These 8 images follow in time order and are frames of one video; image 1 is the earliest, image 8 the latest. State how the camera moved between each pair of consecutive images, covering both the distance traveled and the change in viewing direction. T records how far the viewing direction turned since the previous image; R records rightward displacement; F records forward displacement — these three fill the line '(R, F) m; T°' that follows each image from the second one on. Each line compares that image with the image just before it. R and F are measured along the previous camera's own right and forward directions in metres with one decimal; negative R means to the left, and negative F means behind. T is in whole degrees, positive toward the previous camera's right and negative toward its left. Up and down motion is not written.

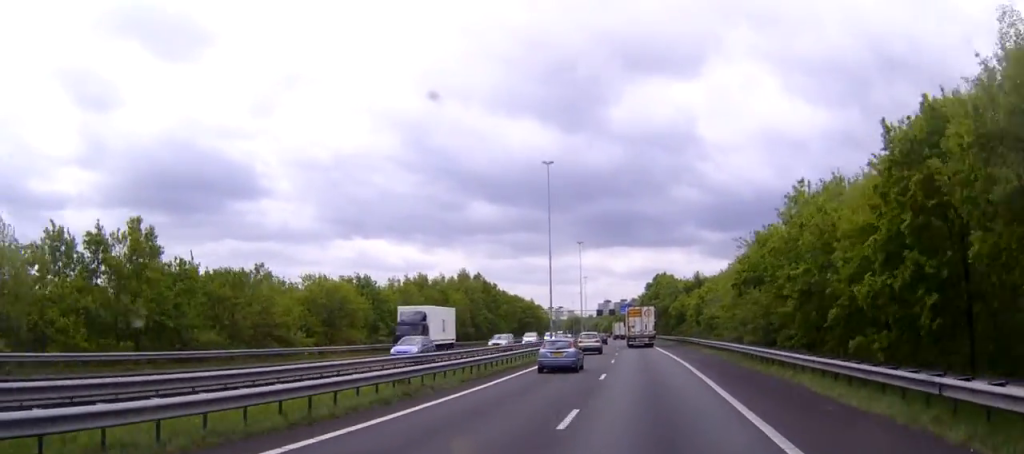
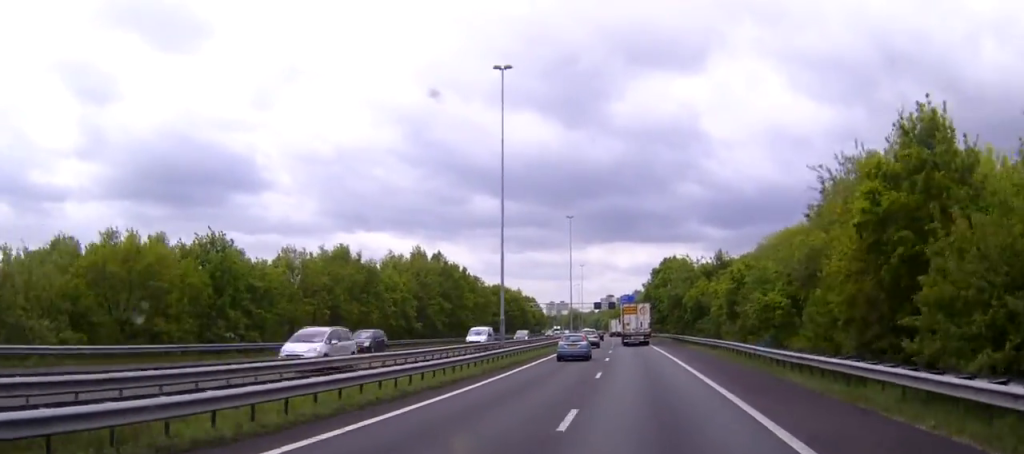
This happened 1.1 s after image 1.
(-0.2, +26.5) m; 0°
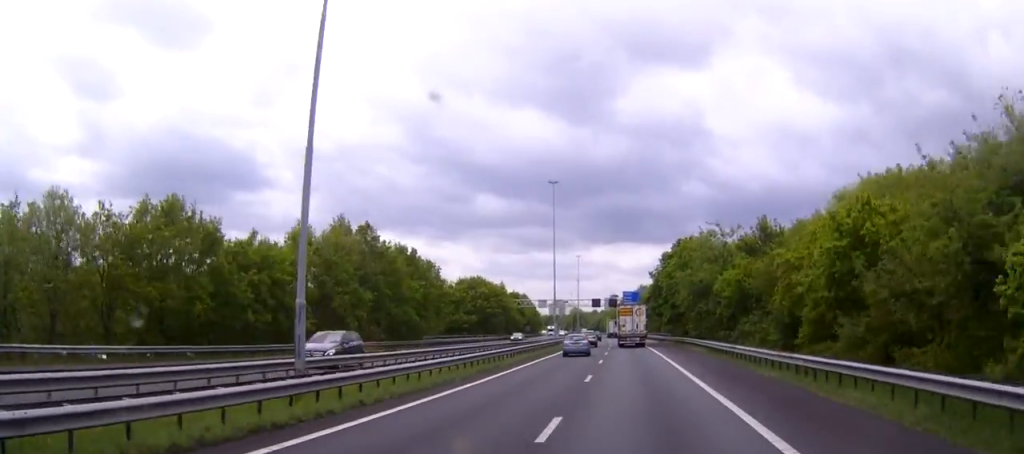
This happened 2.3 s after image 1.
(0.0, +27.5) m; 0°
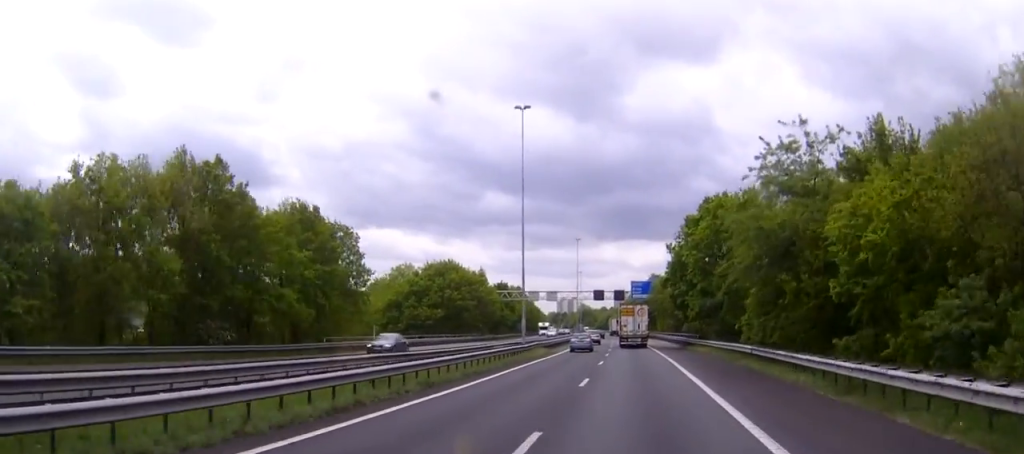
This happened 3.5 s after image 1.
(-0.3, +28.3) m; -1°
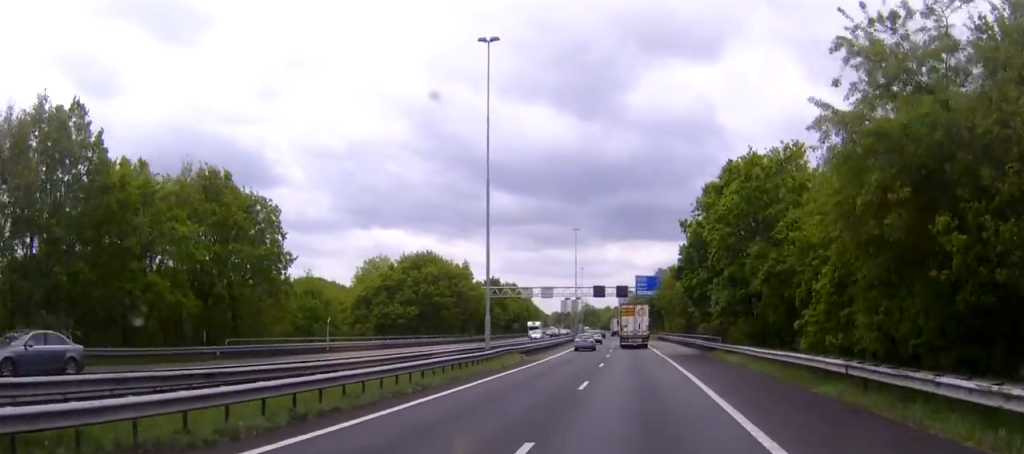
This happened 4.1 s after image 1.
(0.0, +14.1) m; 0°
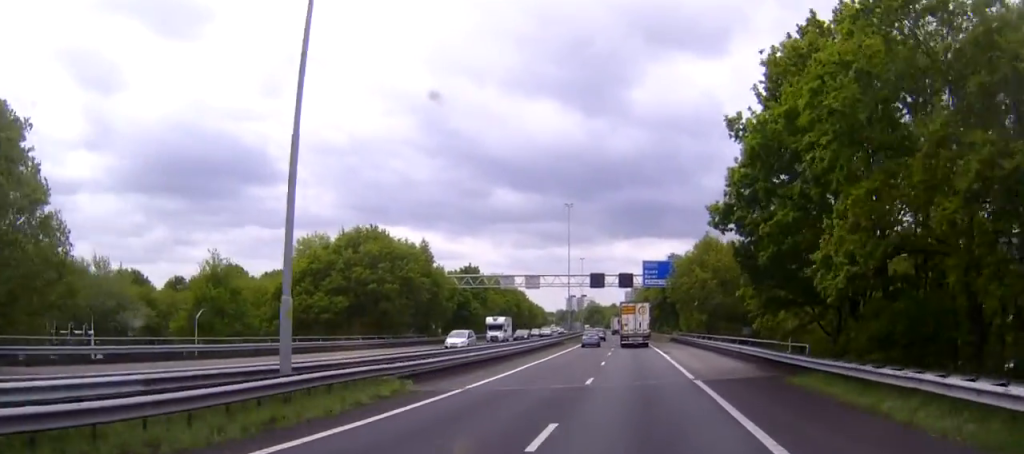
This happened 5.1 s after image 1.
(-0.2, +23.6) m; 0°
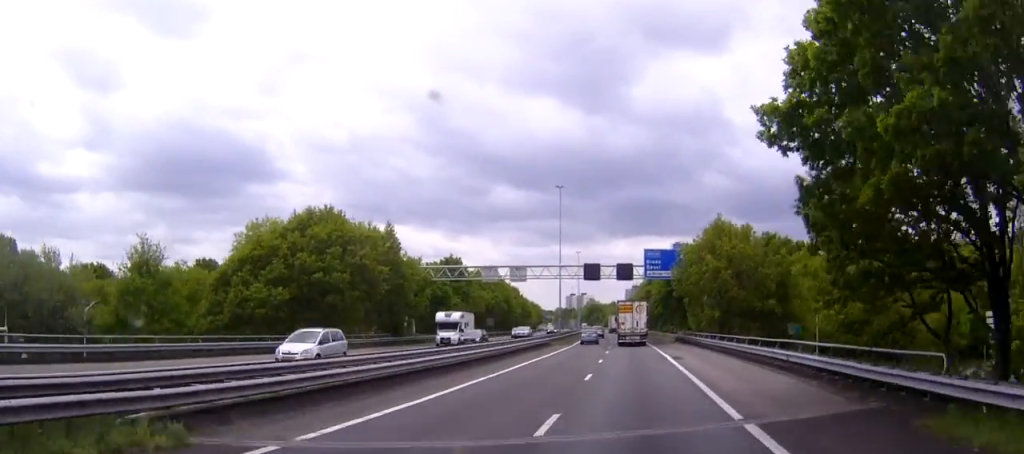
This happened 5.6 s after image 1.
(+0.1, +11.8) m; 0°
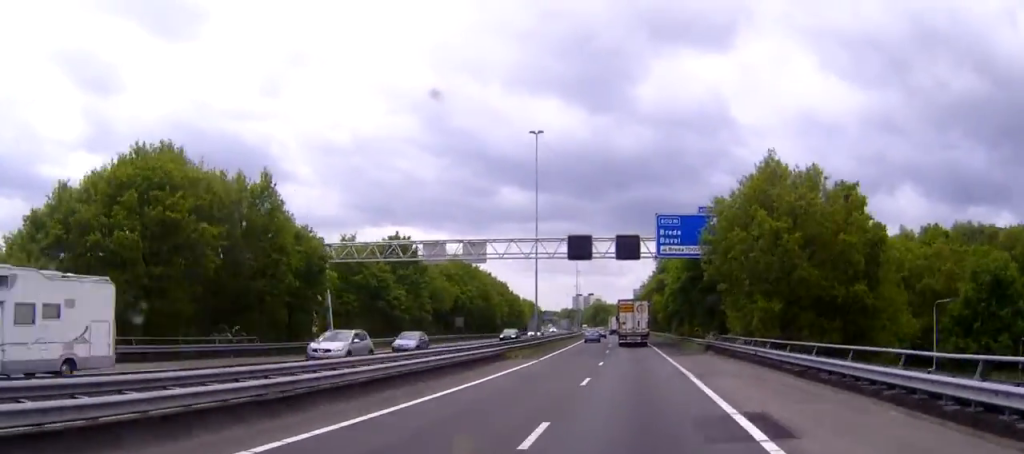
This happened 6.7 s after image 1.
(-0.2, +26.0) m; -1°
